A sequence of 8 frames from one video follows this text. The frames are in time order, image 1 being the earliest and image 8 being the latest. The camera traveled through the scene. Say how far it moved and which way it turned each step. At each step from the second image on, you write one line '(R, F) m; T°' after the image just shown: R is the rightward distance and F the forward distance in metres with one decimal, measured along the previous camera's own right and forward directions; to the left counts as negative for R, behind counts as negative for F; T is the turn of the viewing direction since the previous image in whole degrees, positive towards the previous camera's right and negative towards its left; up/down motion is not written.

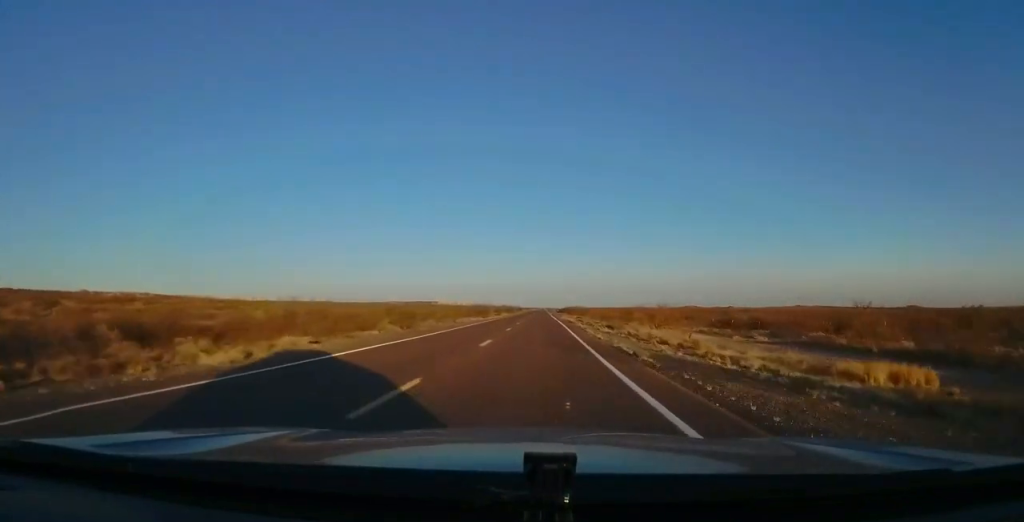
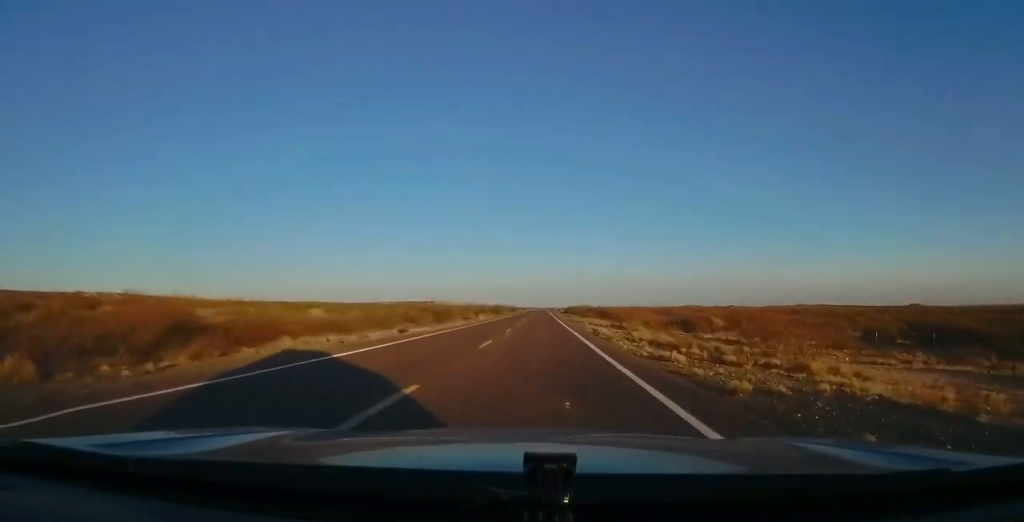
(-0.2, +49.7) m; 0°
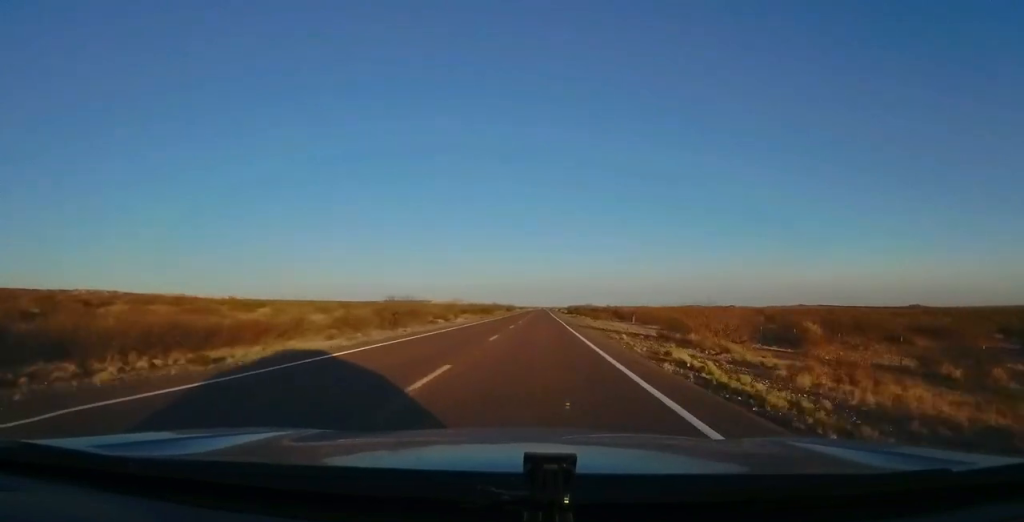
(0.0, +21.4) m; 0°
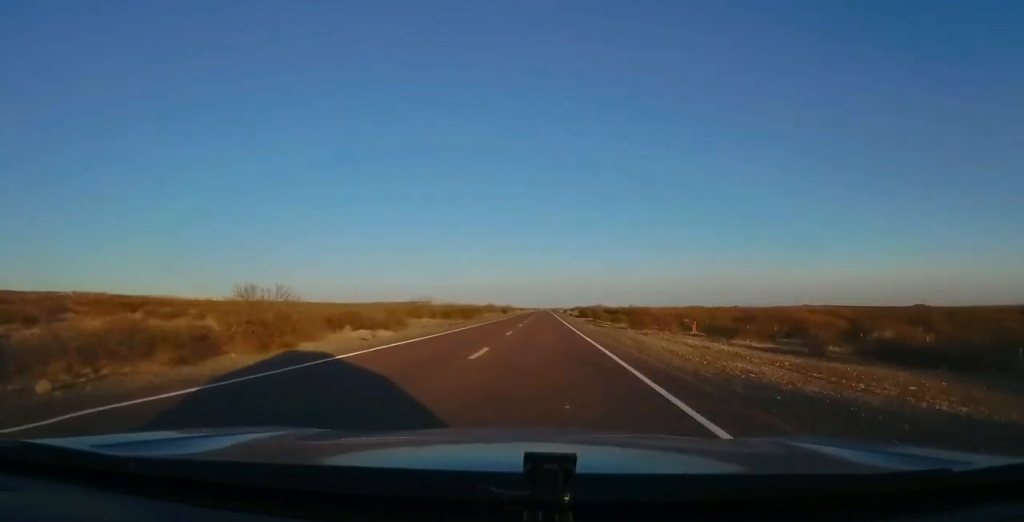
(-0.3, +31.2) m; -1°
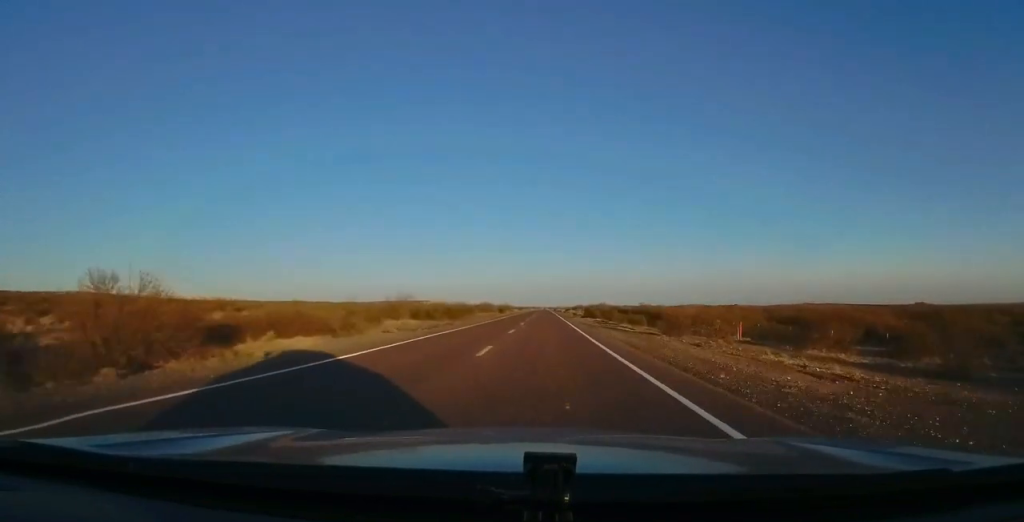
(+0.1, +11.7) m; -1°
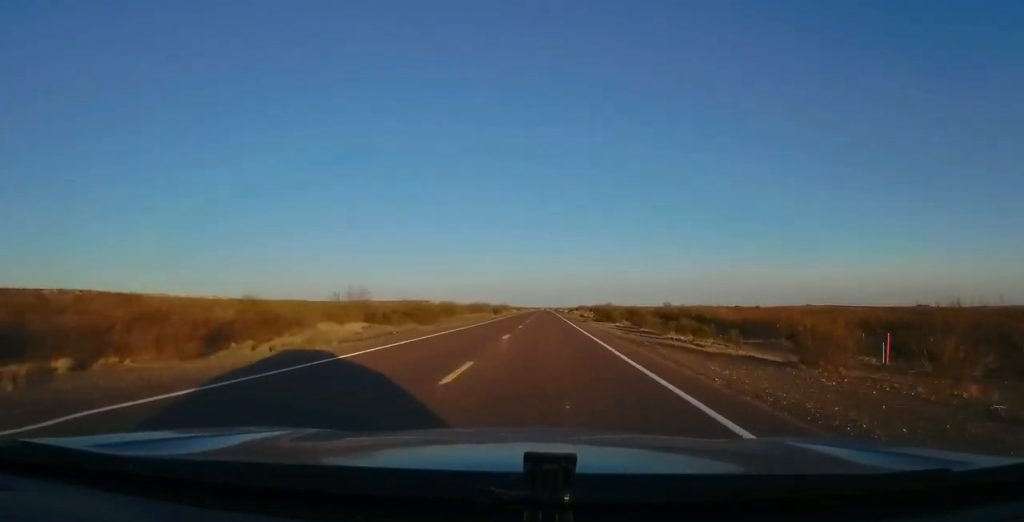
(-0.3, +17.7) m; 0°
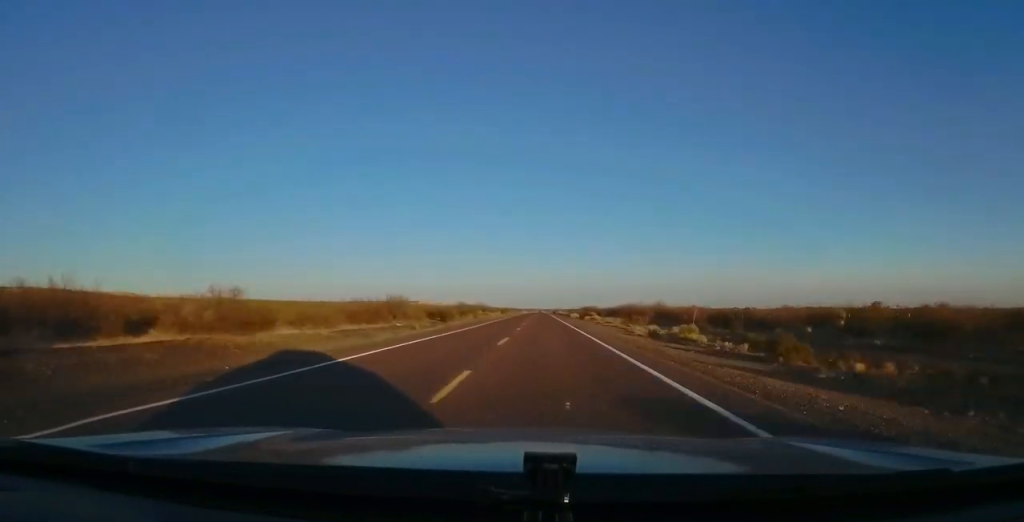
(+2.0, +62.5) m; +3°
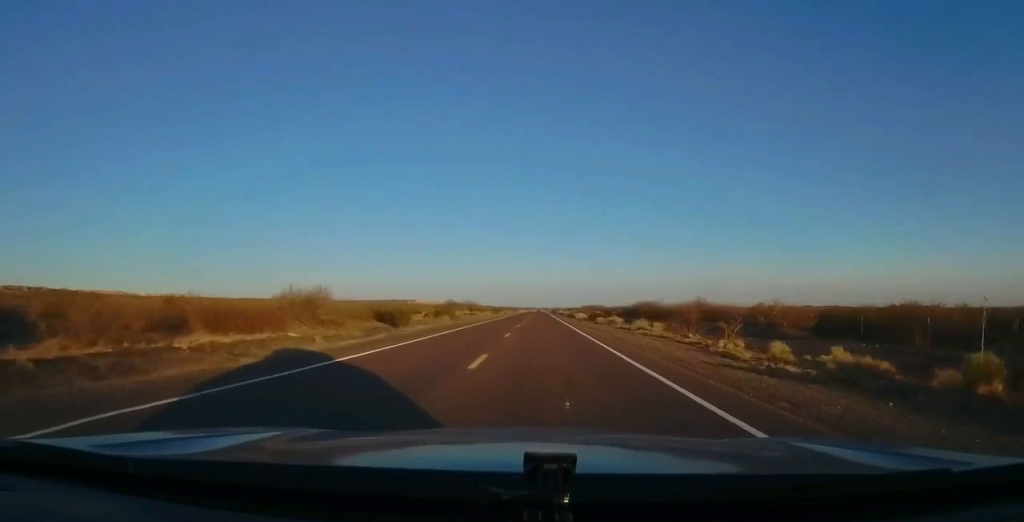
(0.0, +20.4) m; 0°
